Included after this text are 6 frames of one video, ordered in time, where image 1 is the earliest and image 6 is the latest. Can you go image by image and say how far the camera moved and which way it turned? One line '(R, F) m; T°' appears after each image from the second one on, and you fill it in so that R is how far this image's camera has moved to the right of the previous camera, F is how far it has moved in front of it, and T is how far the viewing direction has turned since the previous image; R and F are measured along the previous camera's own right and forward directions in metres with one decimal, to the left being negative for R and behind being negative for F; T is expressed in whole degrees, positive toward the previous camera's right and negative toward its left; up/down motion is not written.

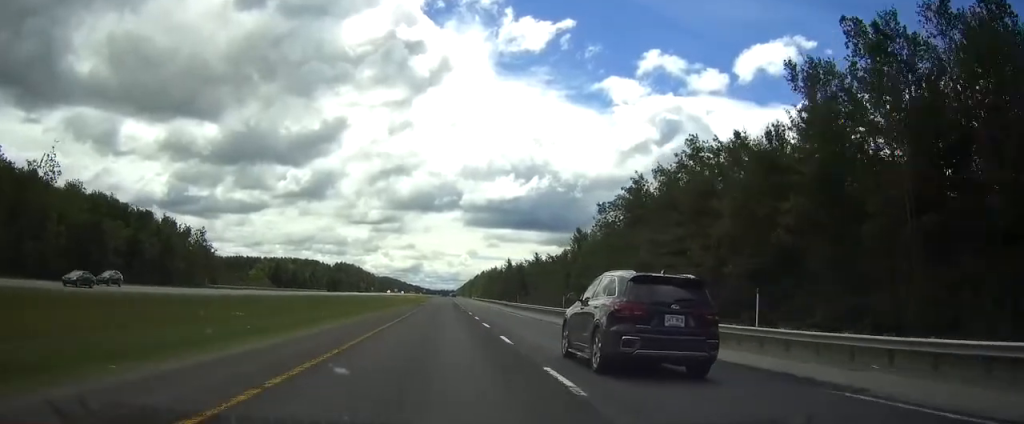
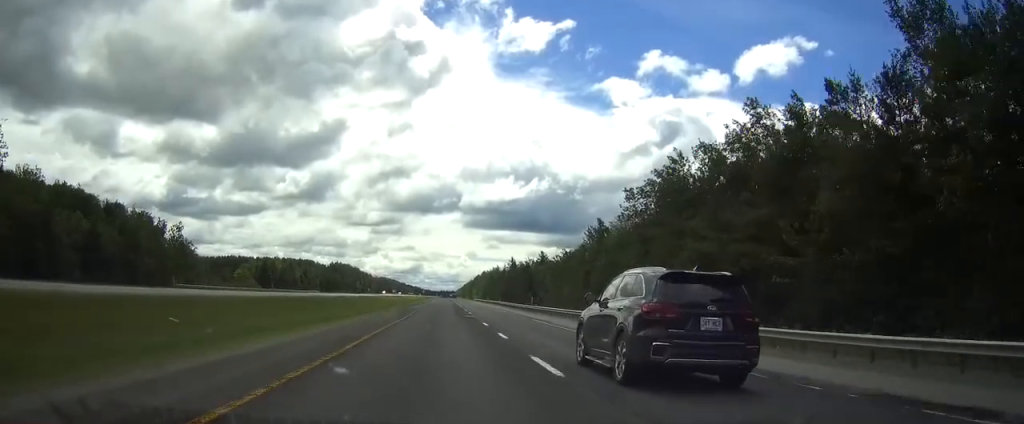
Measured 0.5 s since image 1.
(0.0, +16.1) m; 0°
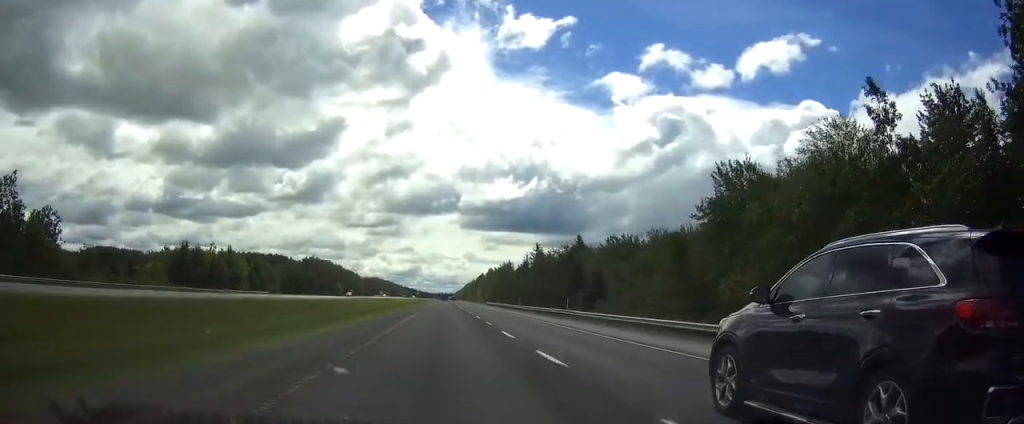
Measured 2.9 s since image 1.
(+0.4, +70.2) m; 0°
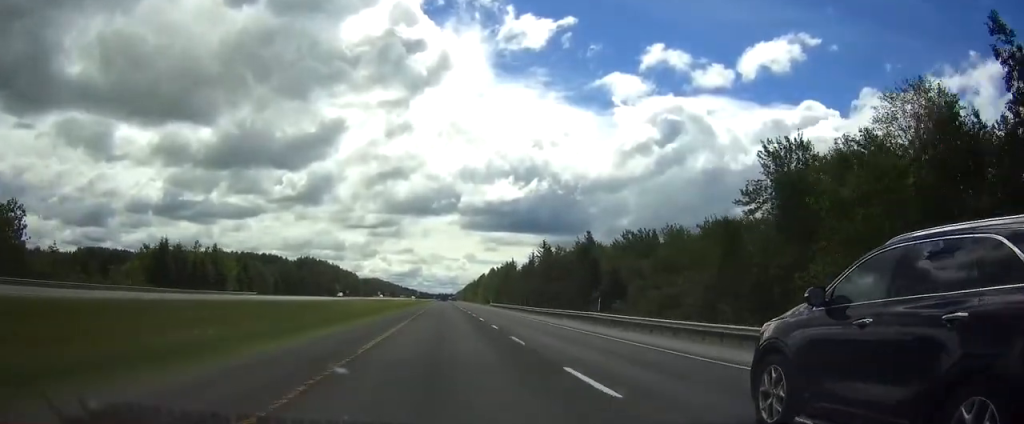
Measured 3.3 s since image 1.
(-0.1, +12.0) m; 0°
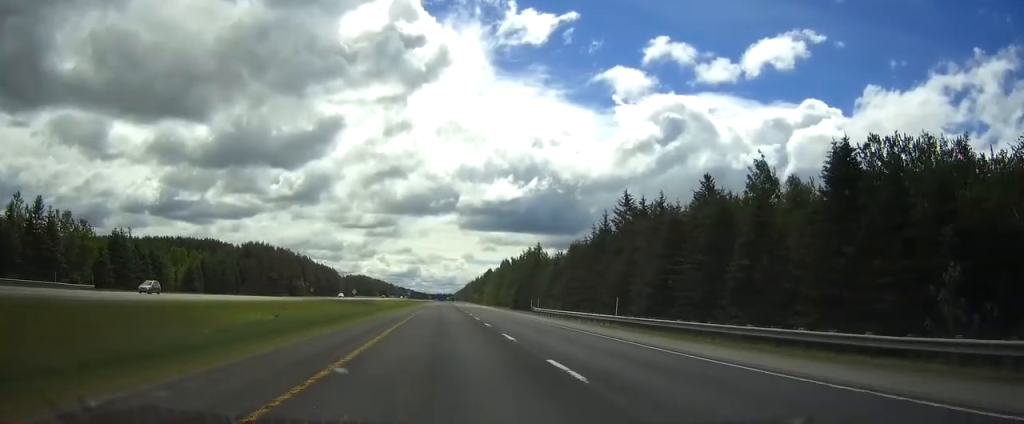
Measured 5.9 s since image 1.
(+0.1, +79.4) m; 0°
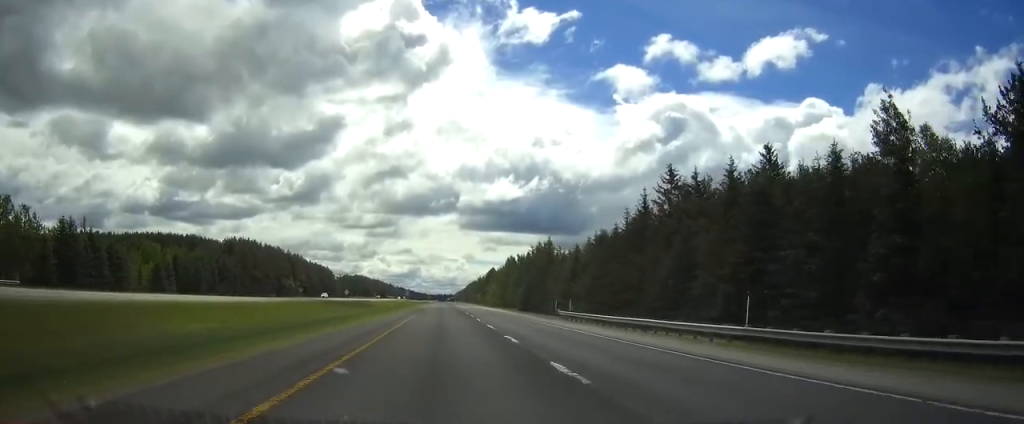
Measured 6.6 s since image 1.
(0.0, +18.7) m; 0°
